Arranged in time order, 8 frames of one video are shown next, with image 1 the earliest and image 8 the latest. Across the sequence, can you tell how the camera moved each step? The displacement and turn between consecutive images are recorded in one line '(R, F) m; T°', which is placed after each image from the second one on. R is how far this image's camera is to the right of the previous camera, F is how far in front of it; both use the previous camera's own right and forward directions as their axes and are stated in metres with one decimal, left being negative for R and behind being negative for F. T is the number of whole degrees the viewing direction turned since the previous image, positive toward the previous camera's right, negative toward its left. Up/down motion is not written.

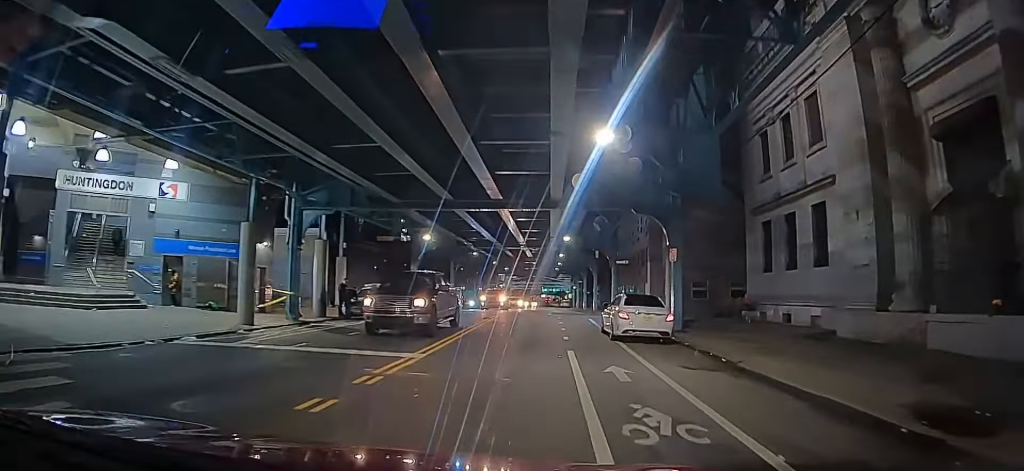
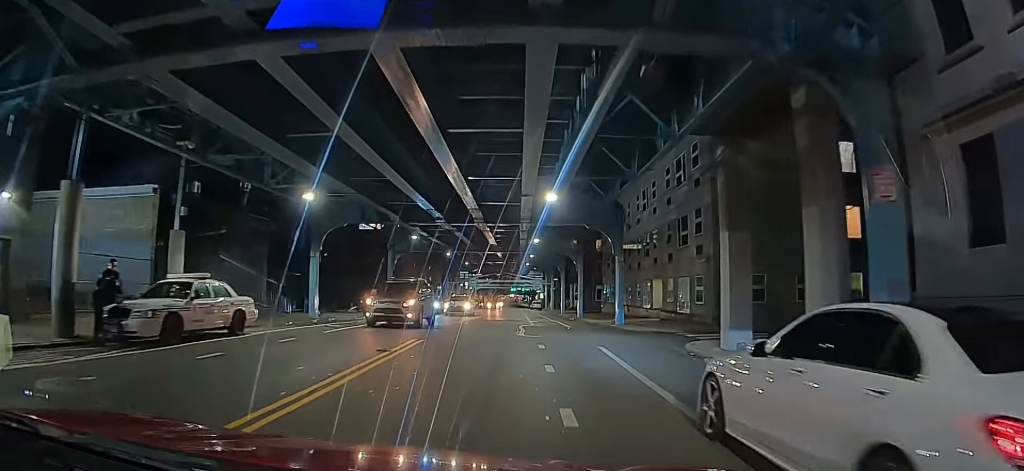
(+2.1, +6.8) m; +21°
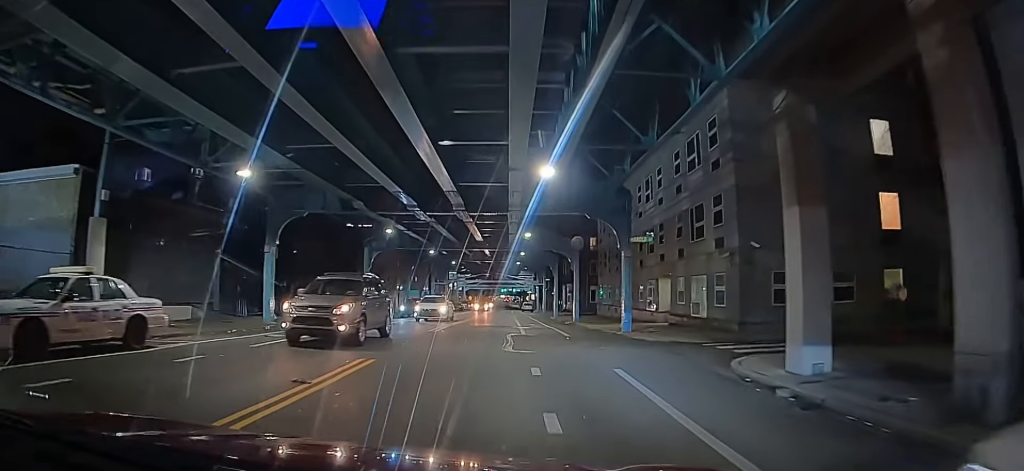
(0.0, +3.1) m; 0°
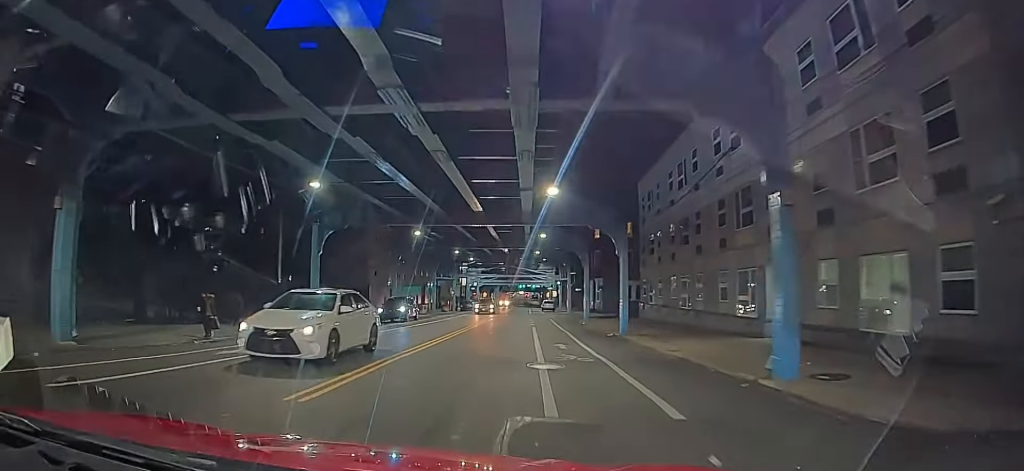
(-0.2, +9.6) m; -4°
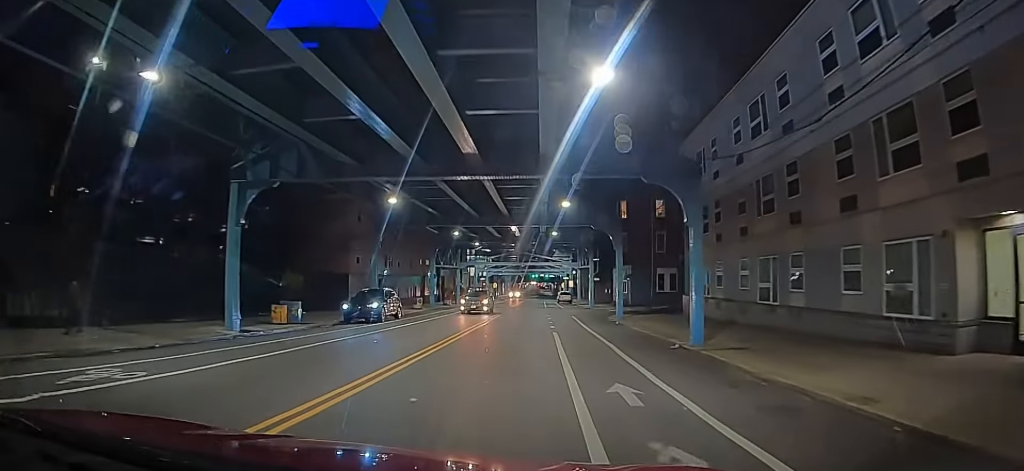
(-0.3, +7.8) m; -2°
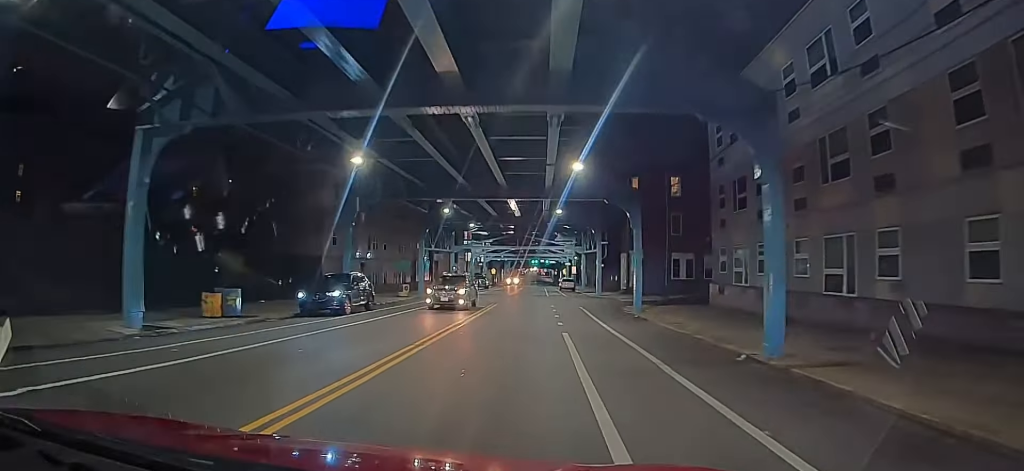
(0.0, +5.5) m; -1°
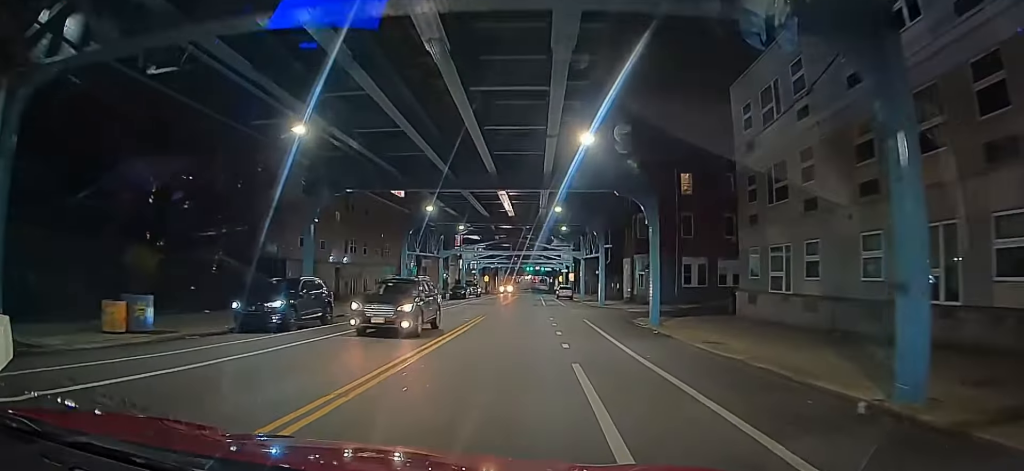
(-0.1, +4.6) m; -2°
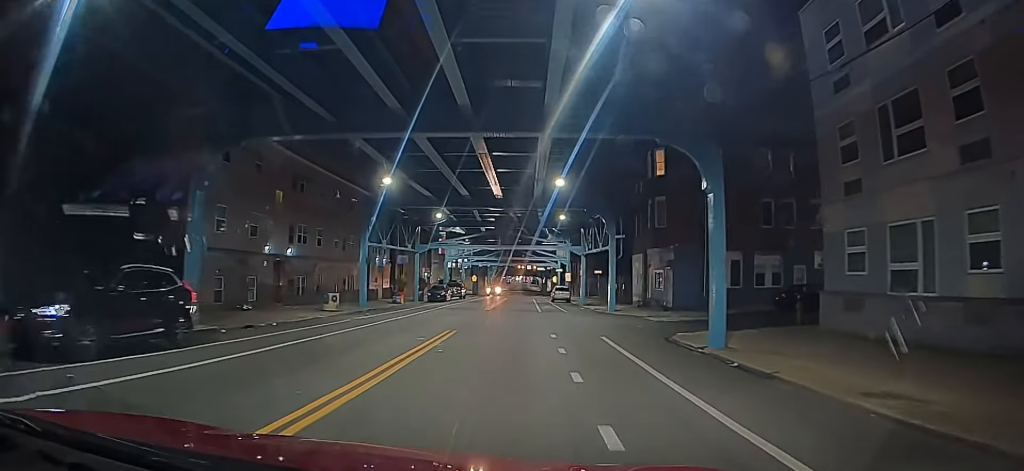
(-0.2, +8.6) m; -3°
